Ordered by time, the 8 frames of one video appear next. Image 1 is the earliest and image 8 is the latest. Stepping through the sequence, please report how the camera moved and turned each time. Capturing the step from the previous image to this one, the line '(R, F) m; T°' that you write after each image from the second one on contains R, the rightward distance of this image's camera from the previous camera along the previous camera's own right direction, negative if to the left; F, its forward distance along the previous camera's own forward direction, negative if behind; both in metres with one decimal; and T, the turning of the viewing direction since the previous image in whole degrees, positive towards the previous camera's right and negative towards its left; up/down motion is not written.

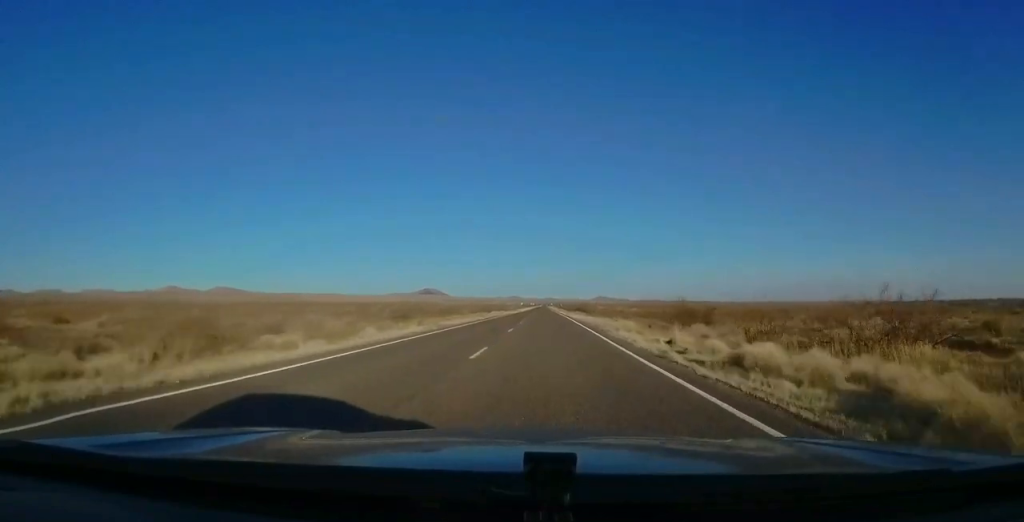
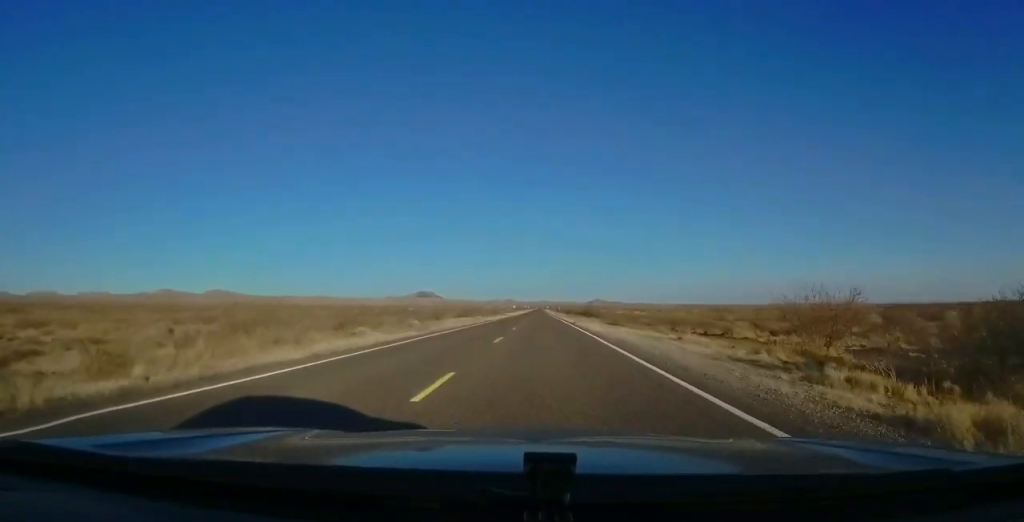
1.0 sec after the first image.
(-0.1, +30.4) m; 0°
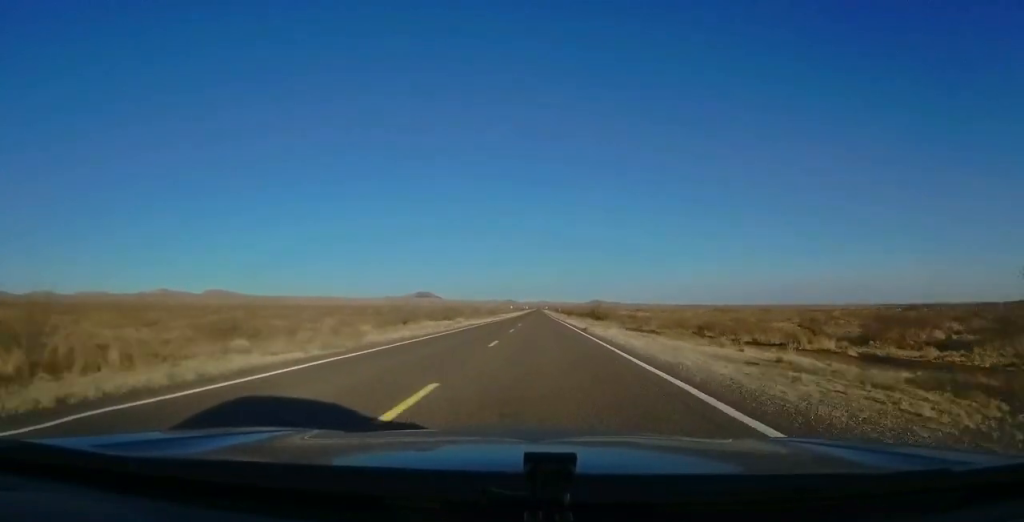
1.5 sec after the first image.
(0.0, +13.7) m; 0°
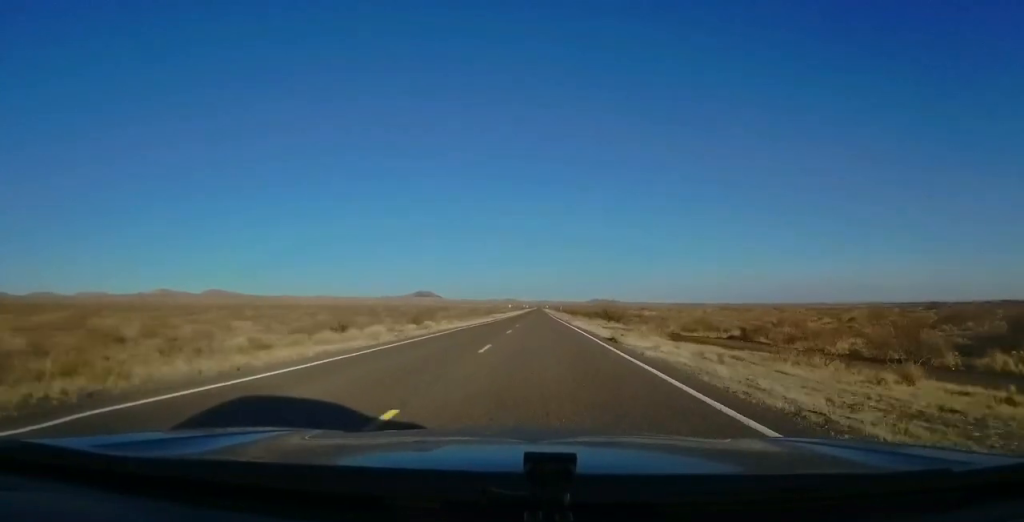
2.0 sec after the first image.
(0.0, +14.7) m; +1°
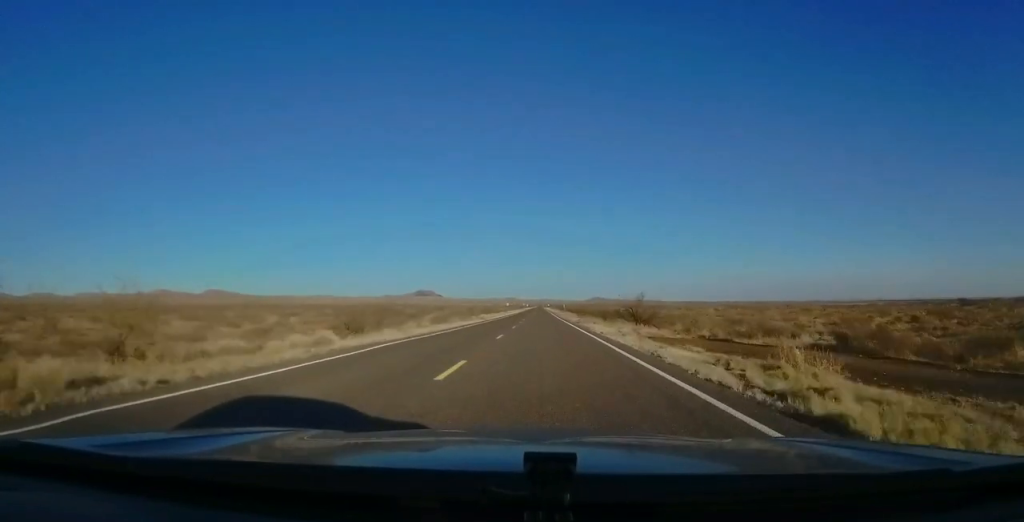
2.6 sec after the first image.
(+0.2, +18.6) m; 0°
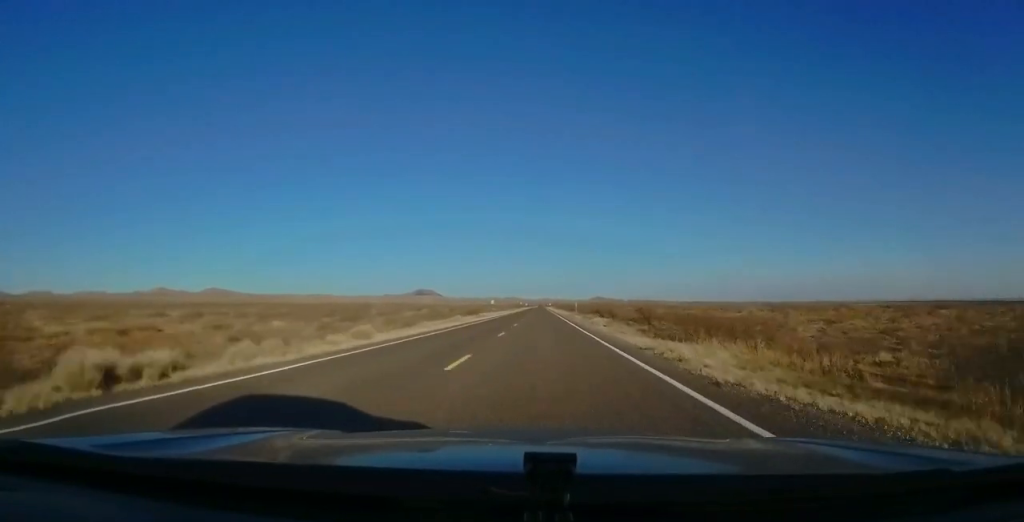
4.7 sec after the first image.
(-0.5, +59.6) m; -1°
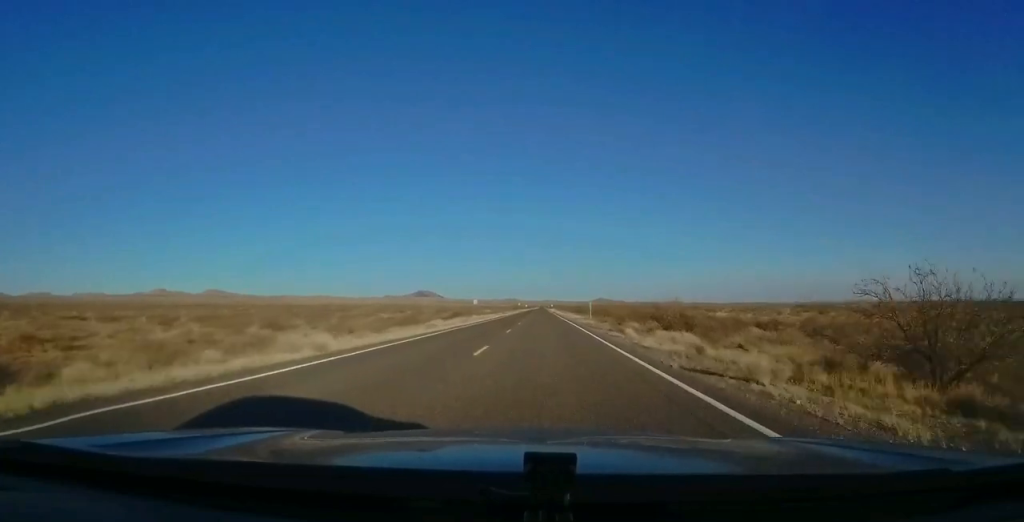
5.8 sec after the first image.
(0.0, +33.2) m; 0°
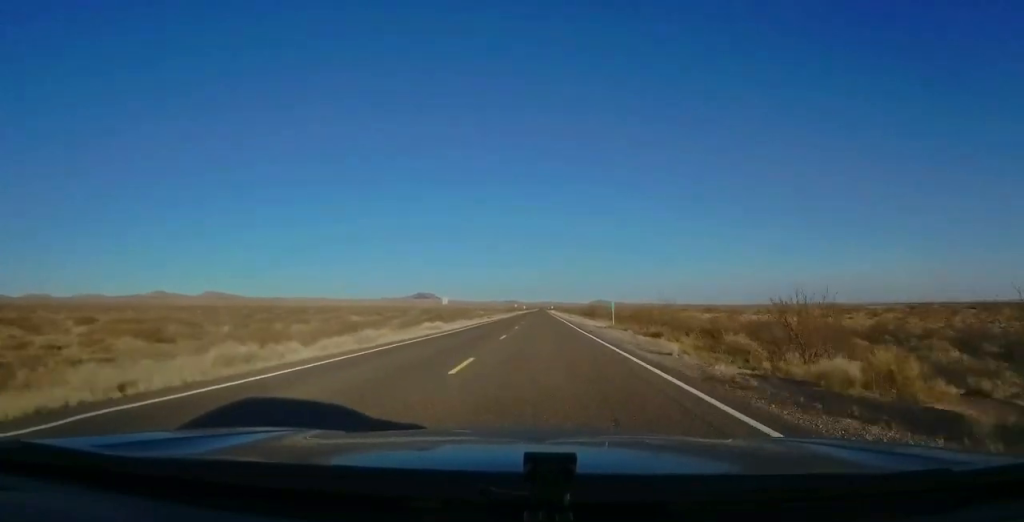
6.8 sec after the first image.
(0.0, +28.3) m; 0°
